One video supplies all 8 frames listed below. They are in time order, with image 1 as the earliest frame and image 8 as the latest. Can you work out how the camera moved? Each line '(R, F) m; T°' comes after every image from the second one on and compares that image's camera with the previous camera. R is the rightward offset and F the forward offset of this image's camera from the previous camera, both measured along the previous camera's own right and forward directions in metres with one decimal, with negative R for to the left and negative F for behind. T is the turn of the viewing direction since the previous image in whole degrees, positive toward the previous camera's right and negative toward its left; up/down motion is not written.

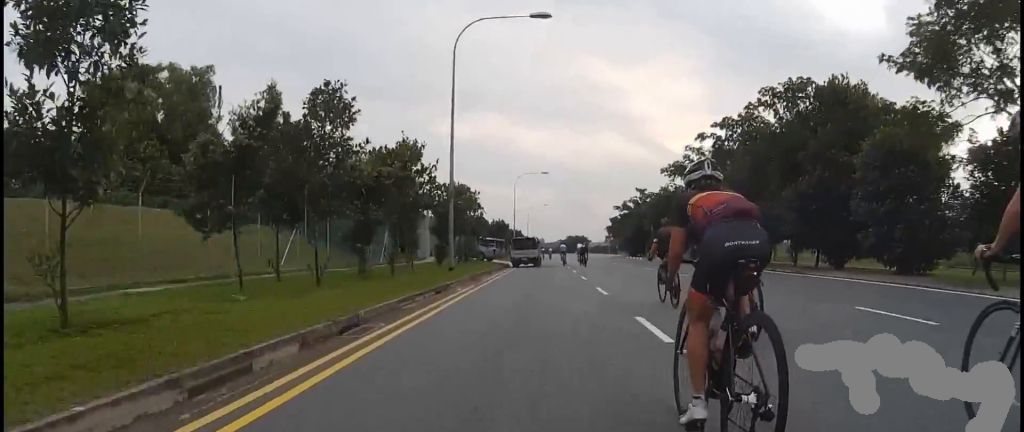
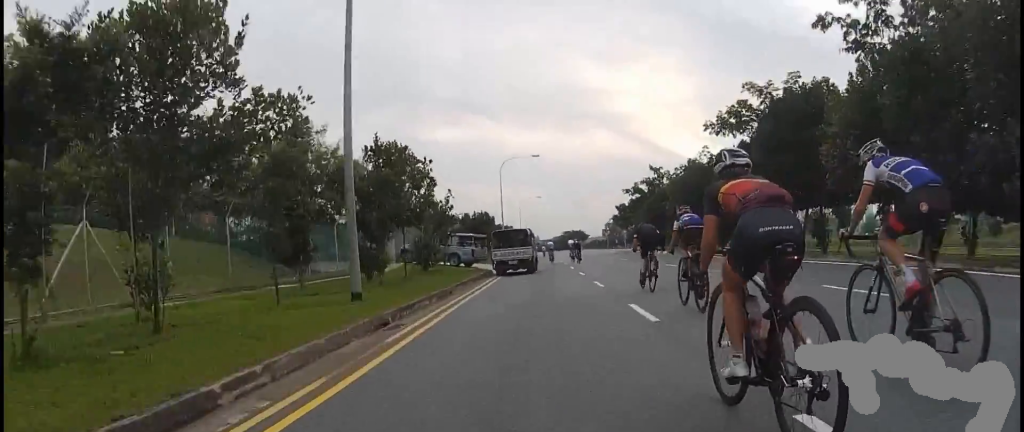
(-1.1, +10.7) m; -5°
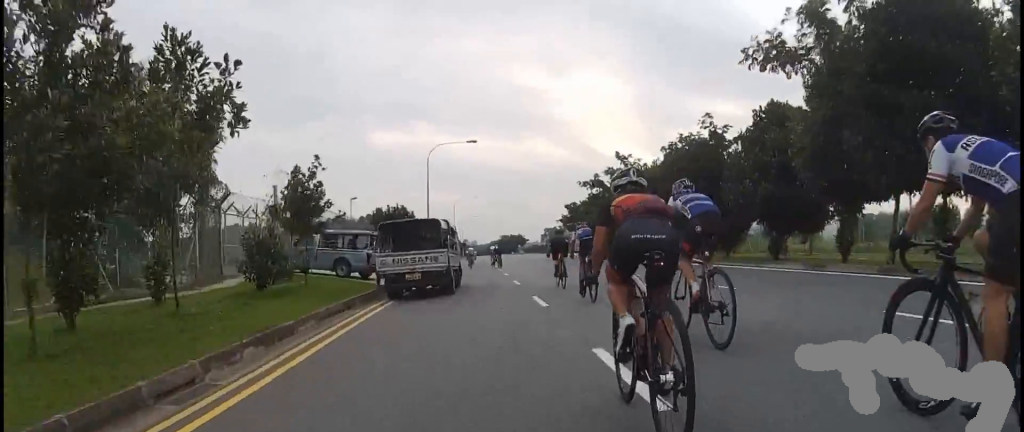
(+0.3, +9.7) m; +8°
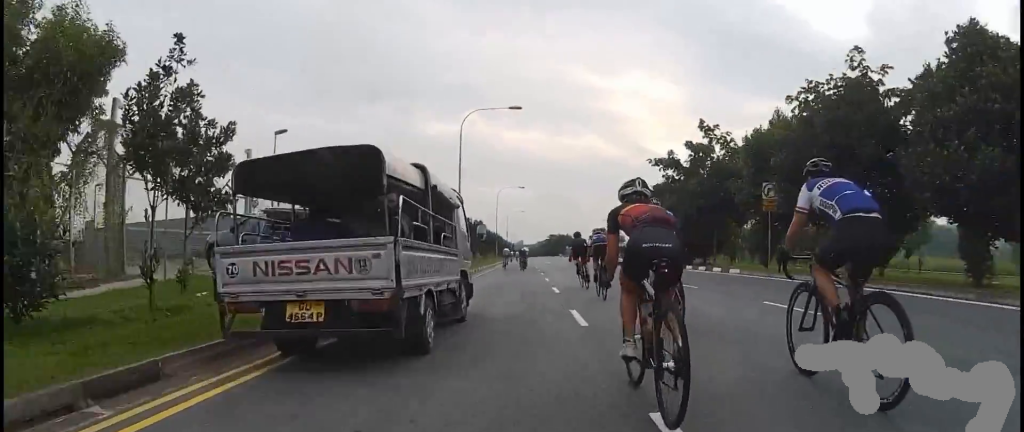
(+0.7, +7.9) m; +2°
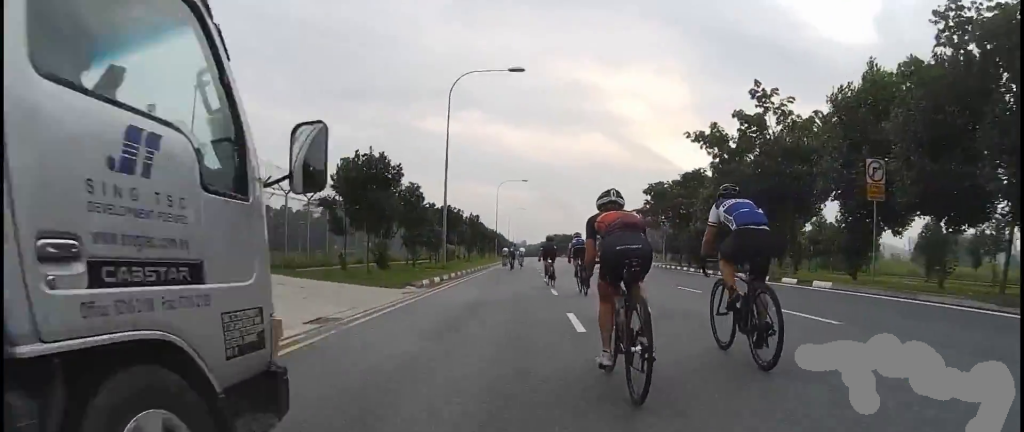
(+0.6, +6.6) m; -3°
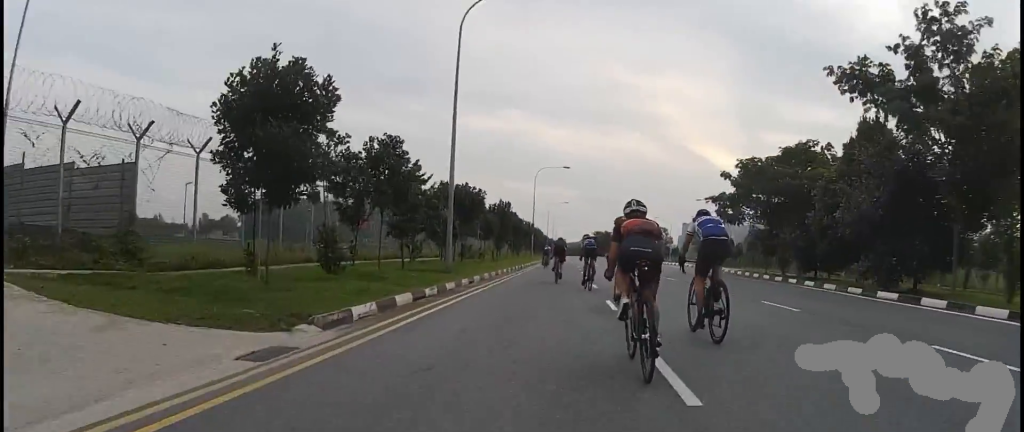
(-1.7, +8.8) m; -6°
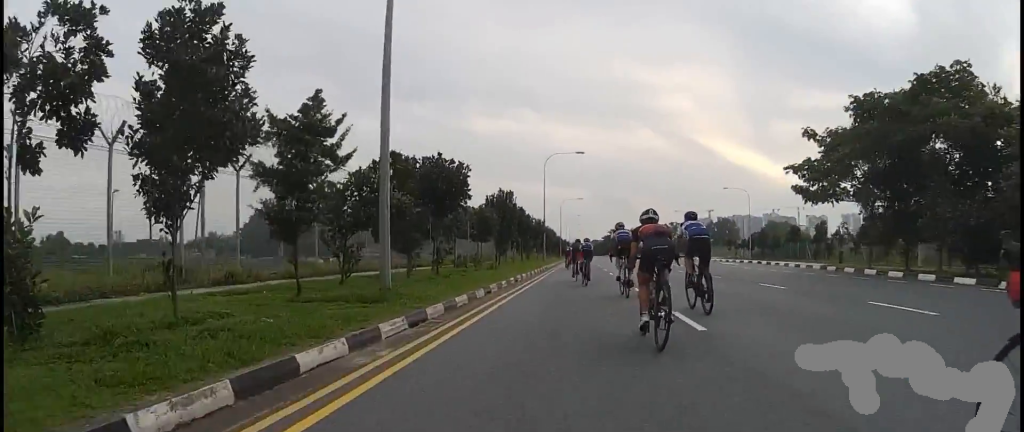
(+0.7, +9.2) m; +4°
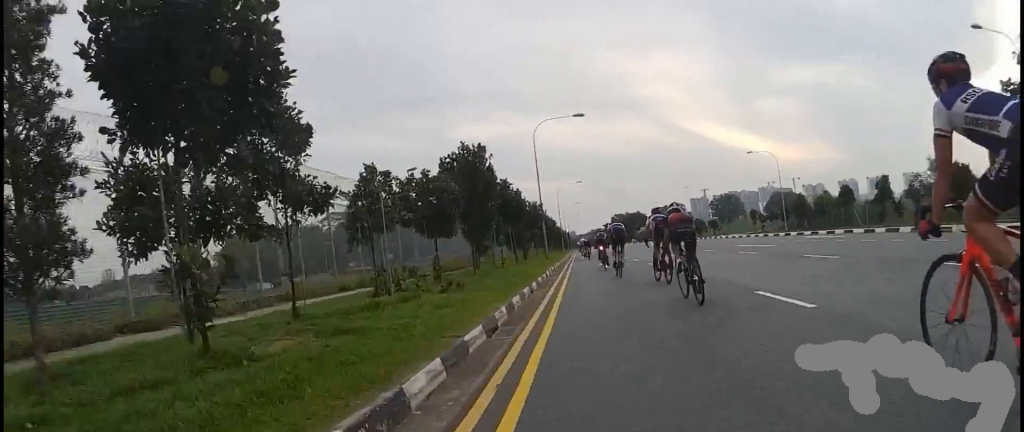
(-0.2, +12.9) m; -4°
